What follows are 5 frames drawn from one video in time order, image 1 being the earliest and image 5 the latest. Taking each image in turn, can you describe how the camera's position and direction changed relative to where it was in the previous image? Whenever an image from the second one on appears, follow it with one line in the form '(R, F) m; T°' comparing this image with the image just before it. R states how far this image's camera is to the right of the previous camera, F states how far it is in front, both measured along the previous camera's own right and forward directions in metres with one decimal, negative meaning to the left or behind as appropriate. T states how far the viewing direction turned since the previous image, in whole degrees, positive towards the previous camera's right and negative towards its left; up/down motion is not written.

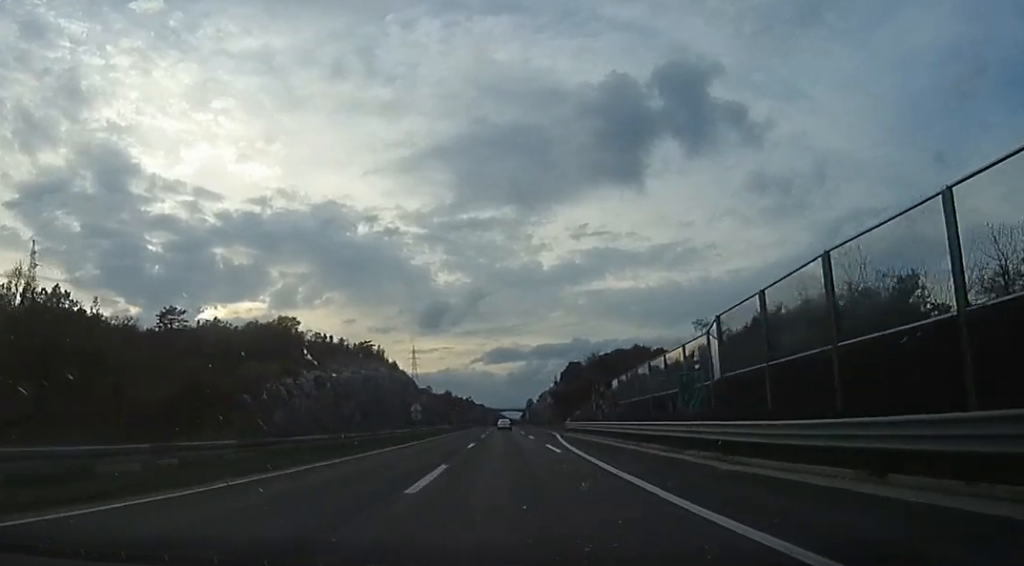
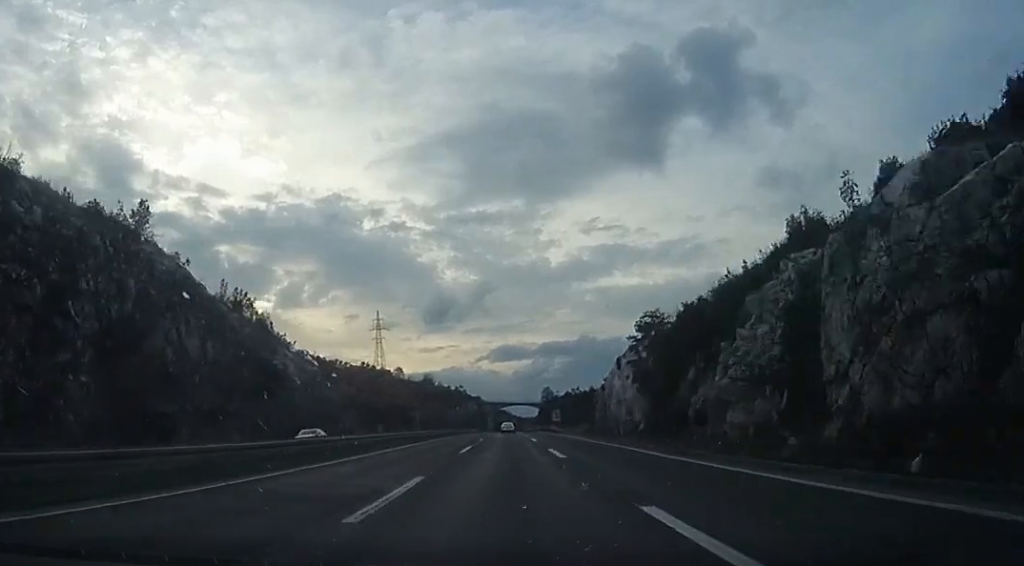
(-1.3, +128.5) m; -1°
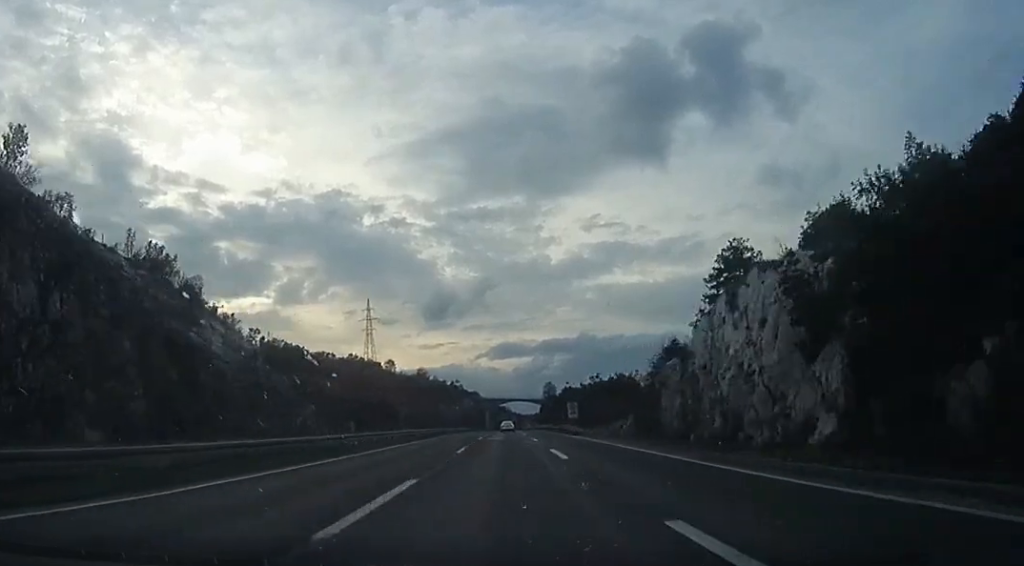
(-0.3, +19.1) m; -1°
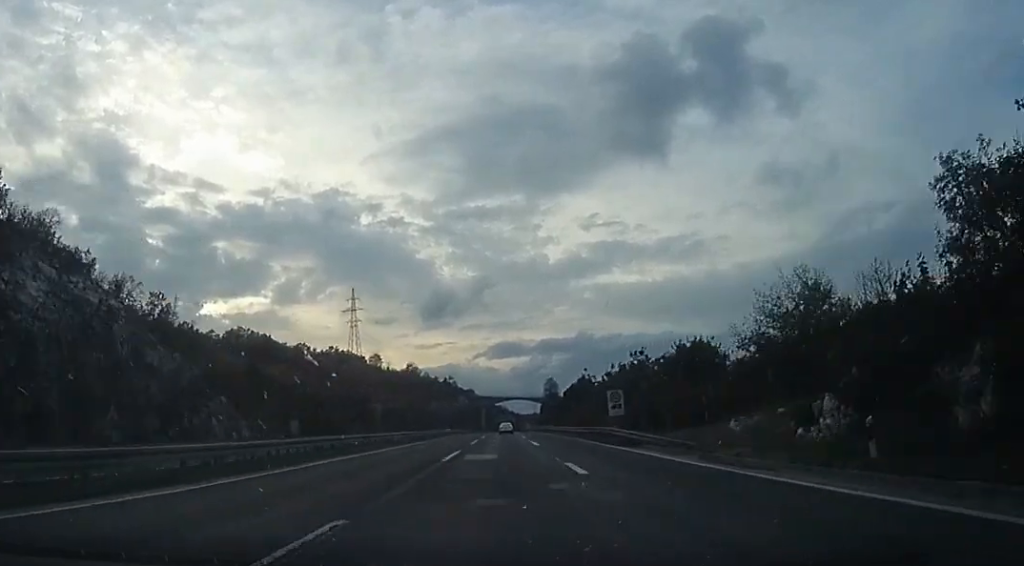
(-0.3, +23.0) m; 0°
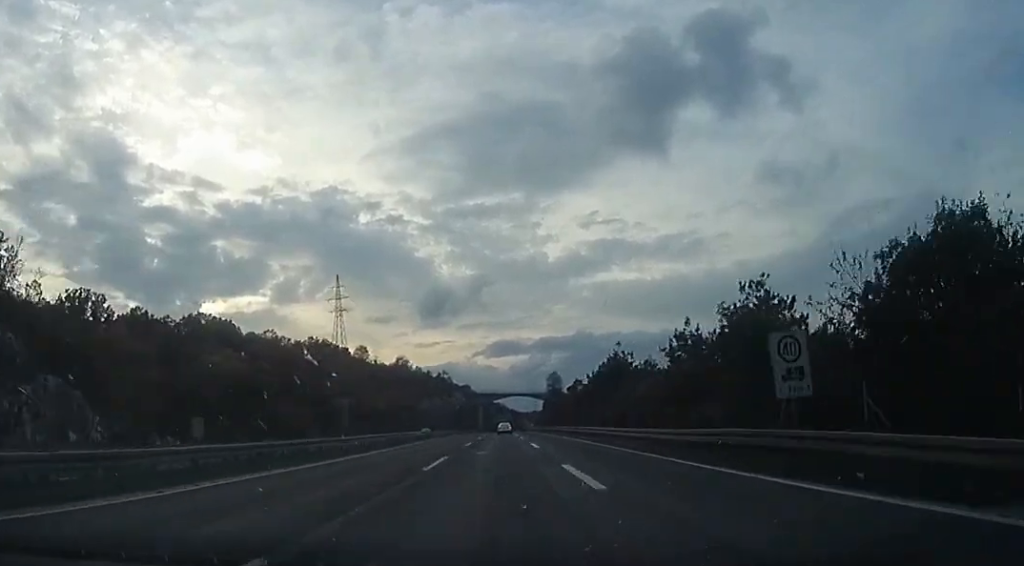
(-0.2, +21.3) m; +2°
